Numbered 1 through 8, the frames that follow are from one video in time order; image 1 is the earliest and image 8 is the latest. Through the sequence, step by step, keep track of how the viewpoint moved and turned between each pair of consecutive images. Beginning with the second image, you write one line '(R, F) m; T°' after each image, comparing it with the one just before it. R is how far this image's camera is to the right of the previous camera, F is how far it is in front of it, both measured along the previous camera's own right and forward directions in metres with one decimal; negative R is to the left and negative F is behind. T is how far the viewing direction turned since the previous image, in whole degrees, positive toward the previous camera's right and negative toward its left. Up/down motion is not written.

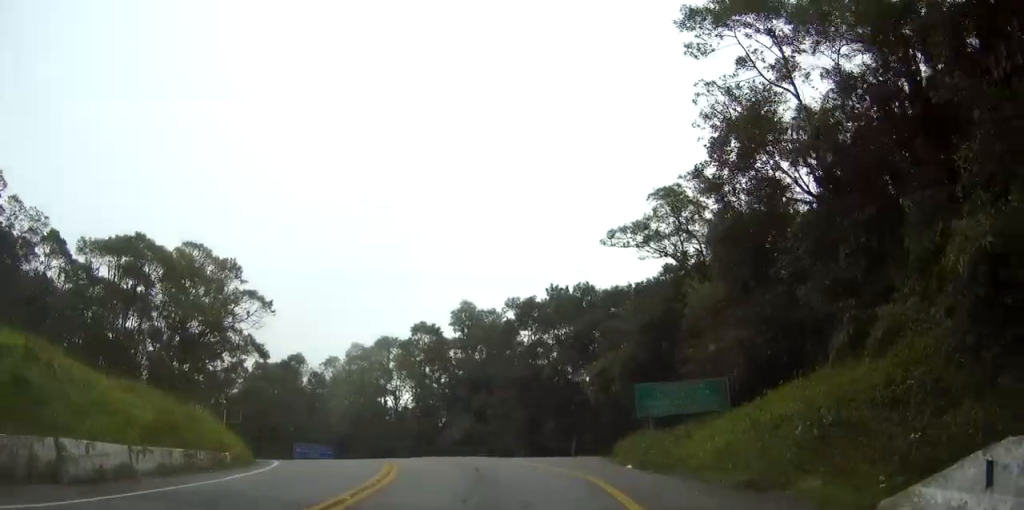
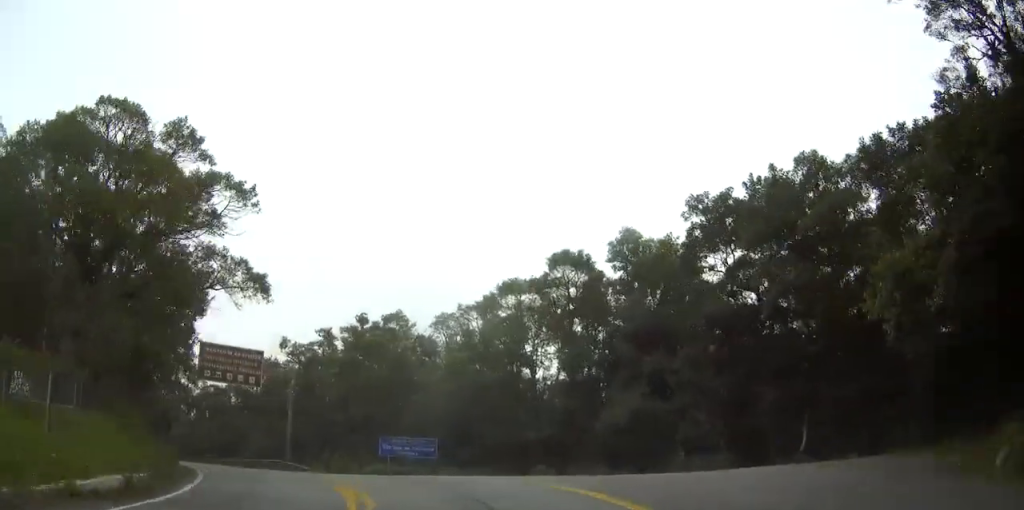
(-2.5, +16.2) m; -17°
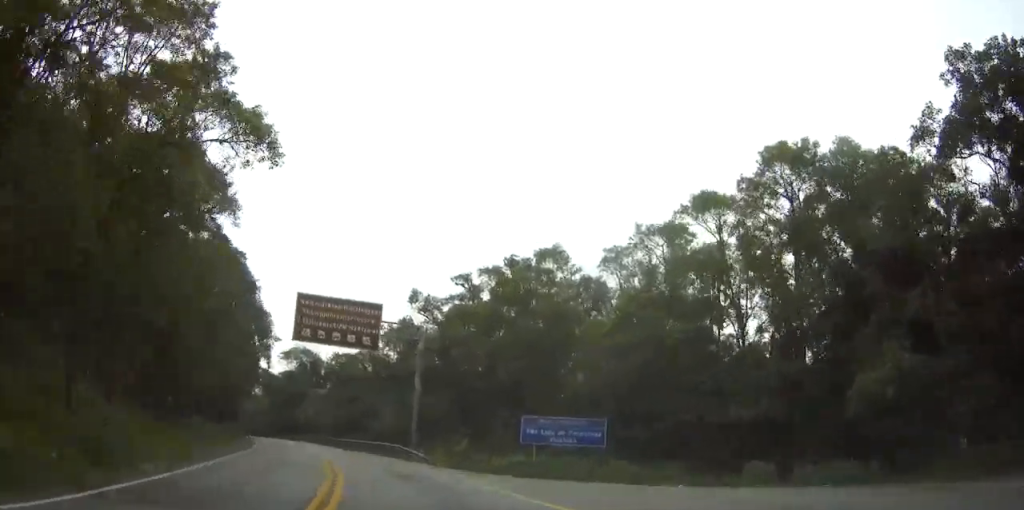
(-1.2, +11.4) m; -11°
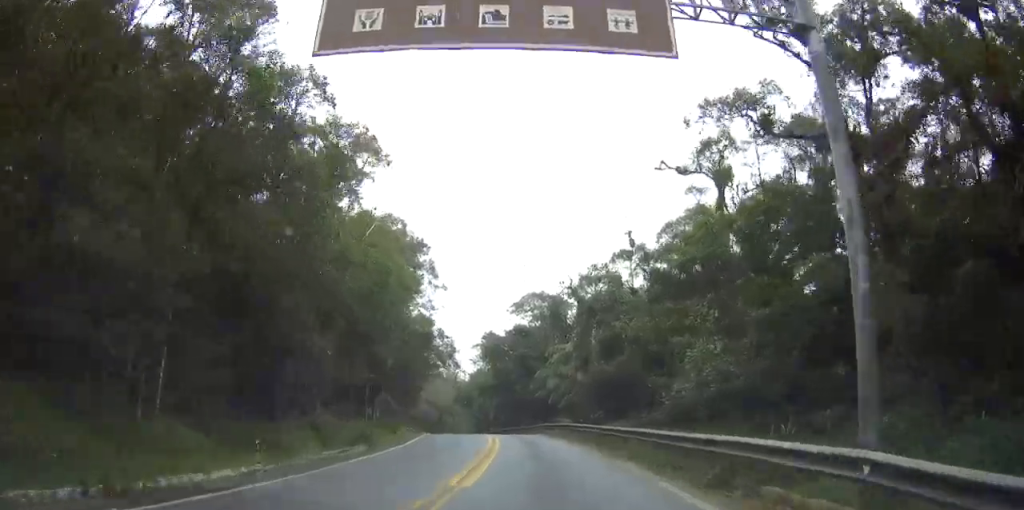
(-5.7, +31.0) m; -16°
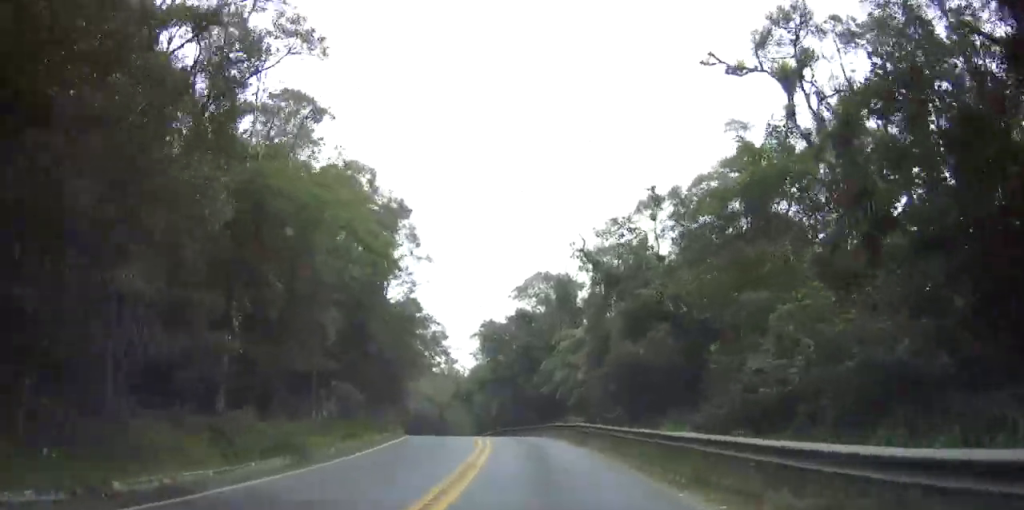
(-0.1, +7.9) m; -2°
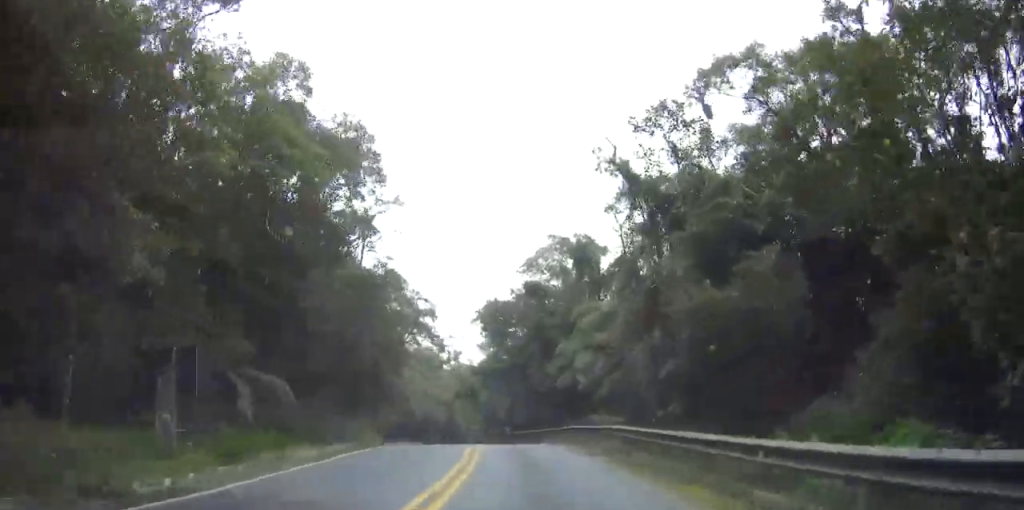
(-0.2, +10.0) m; -4°
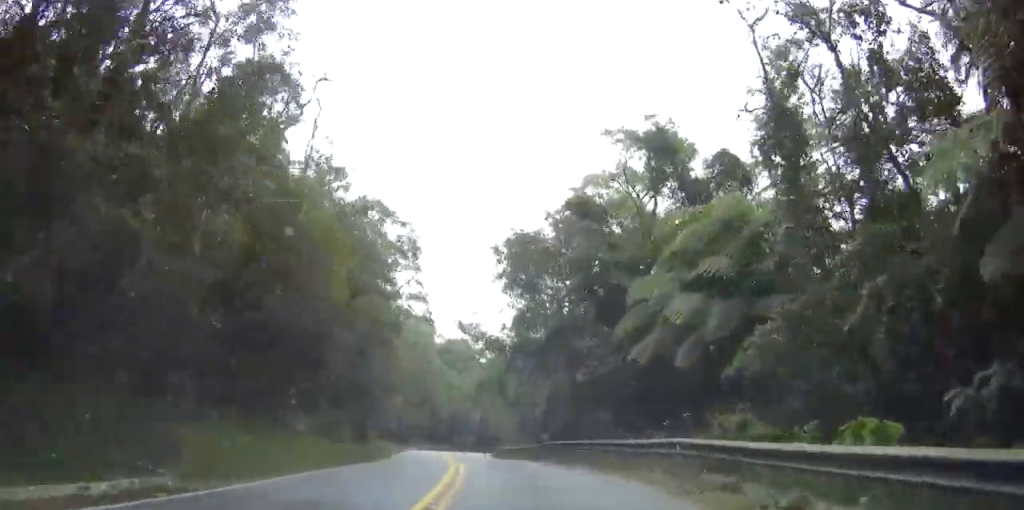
(-0.7, +15.4) m; -5°
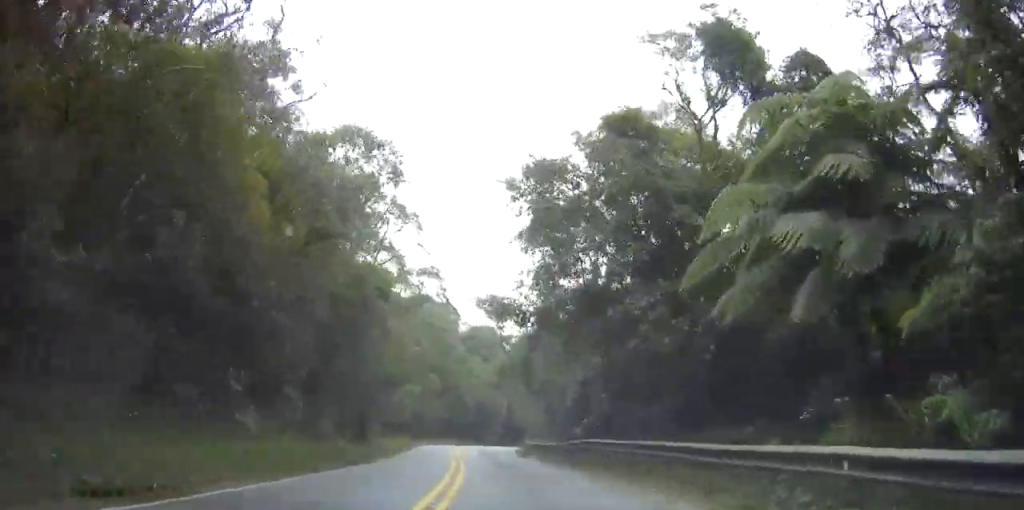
(-0.2, +6.4) m; -1°
